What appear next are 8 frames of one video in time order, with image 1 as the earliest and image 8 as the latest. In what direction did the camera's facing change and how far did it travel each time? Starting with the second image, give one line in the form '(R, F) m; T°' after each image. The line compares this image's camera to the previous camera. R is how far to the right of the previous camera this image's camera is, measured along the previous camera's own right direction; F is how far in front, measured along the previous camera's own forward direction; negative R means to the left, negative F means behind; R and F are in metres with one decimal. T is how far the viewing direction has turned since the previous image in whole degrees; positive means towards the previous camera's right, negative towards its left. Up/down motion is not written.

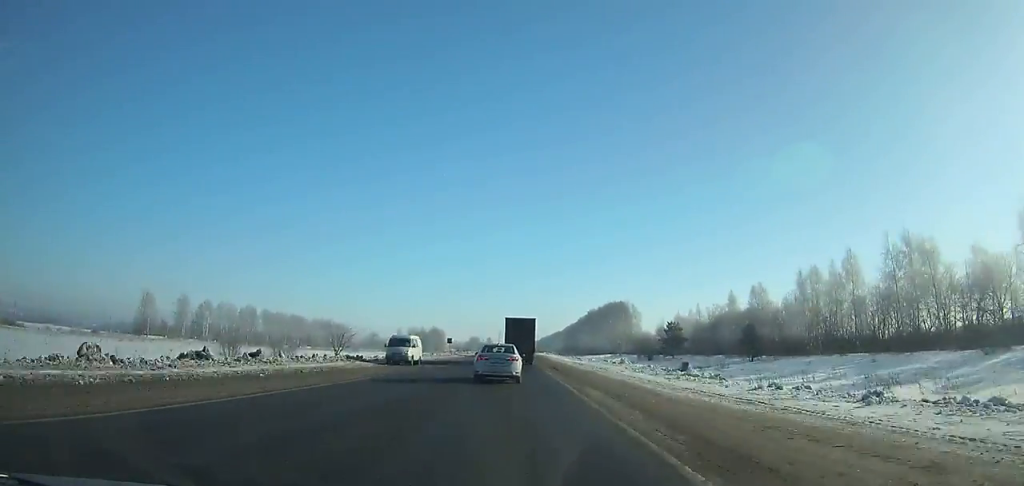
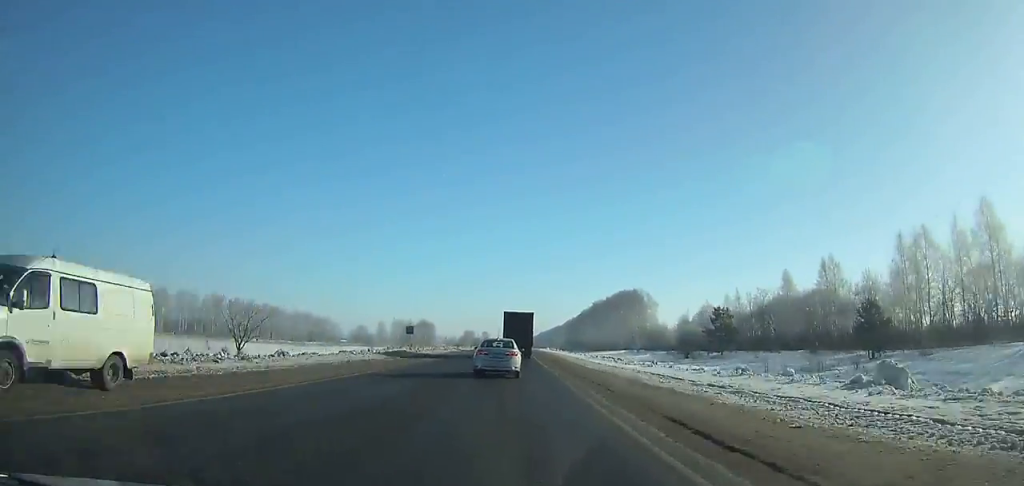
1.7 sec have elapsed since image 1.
(0.0, +35.4) m; 0°
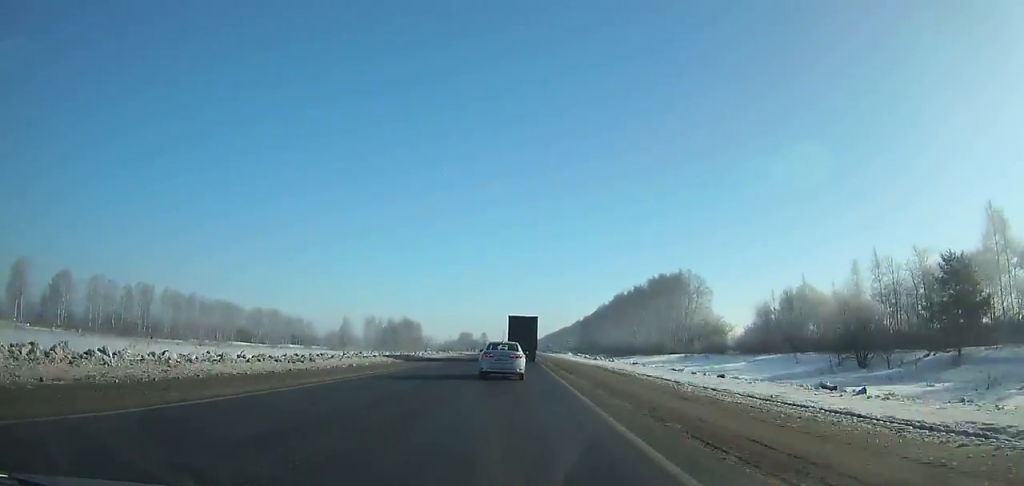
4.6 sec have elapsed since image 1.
(+0.1, +60.9) m; 0°
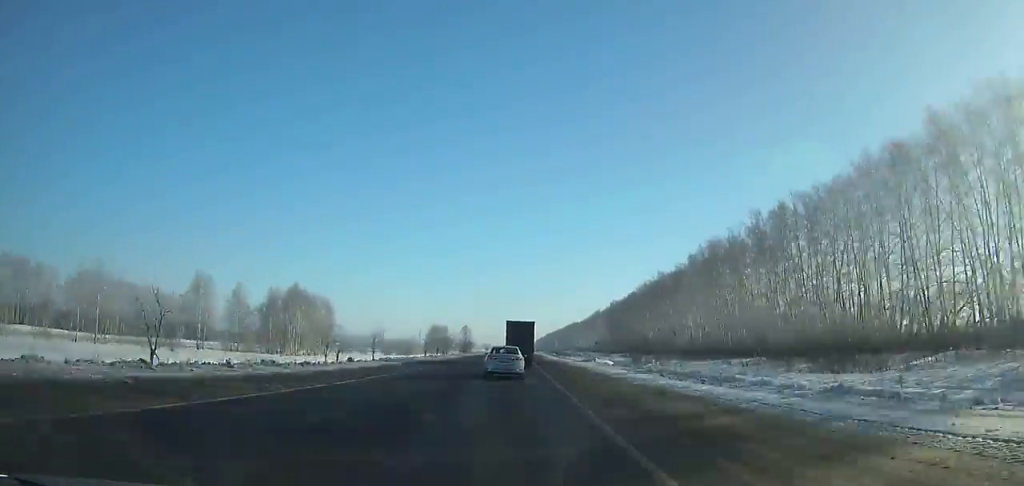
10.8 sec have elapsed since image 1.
(+0.1, +132.9) m; 0°
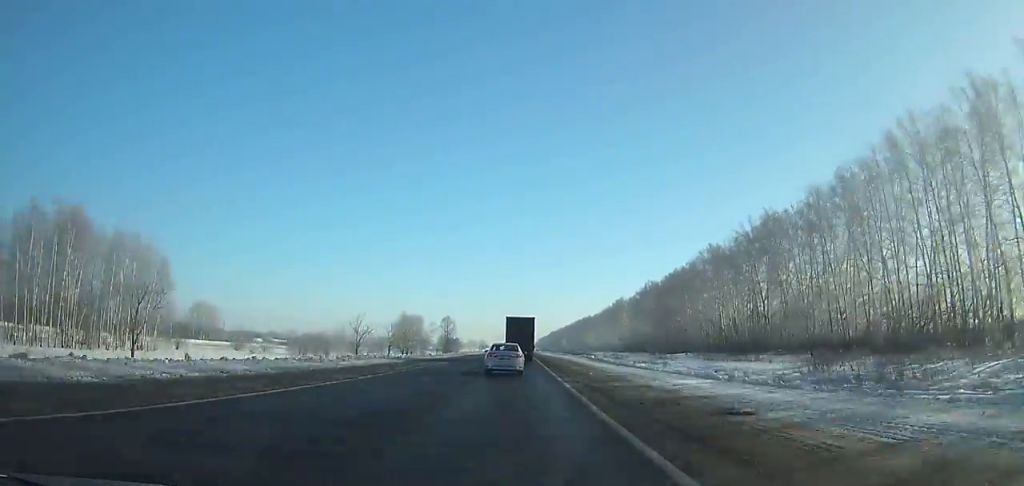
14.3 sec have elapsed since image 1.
(-0.1, +76.7) m; 0°
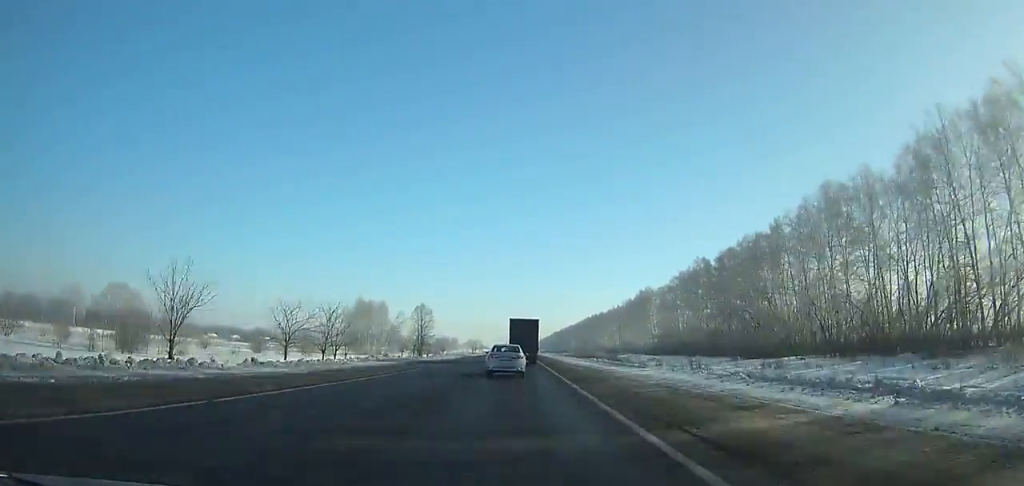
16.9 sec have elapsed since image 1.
(+0.1, +57.2) m; 0°
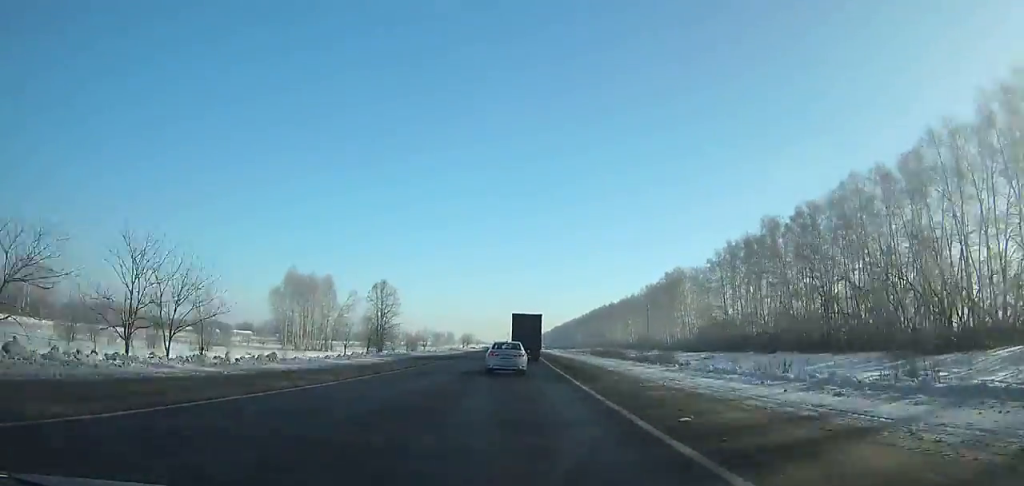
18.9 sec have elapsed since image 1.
(0.0, +43.8) m; 0°
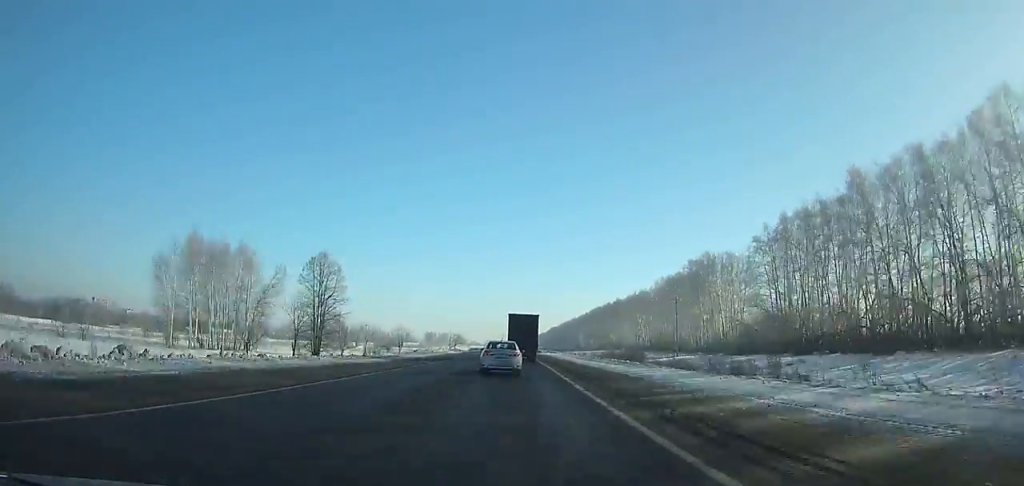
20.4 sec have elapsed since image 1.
(0.0, +32.8) m; 0°
